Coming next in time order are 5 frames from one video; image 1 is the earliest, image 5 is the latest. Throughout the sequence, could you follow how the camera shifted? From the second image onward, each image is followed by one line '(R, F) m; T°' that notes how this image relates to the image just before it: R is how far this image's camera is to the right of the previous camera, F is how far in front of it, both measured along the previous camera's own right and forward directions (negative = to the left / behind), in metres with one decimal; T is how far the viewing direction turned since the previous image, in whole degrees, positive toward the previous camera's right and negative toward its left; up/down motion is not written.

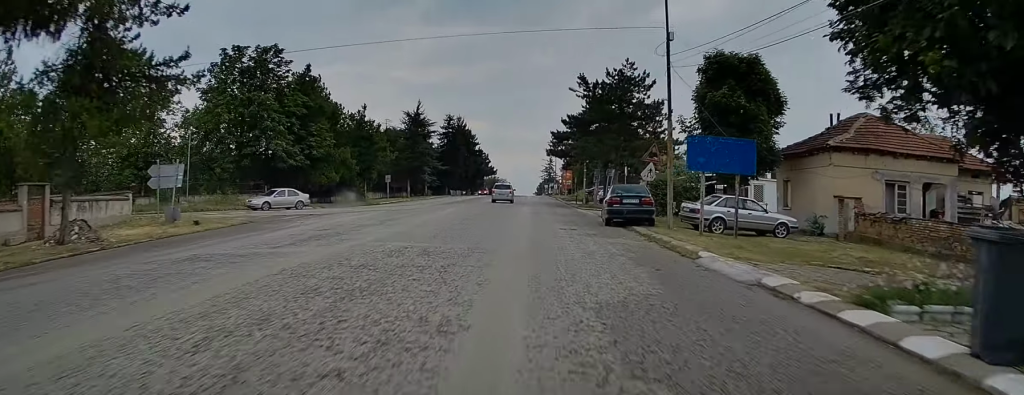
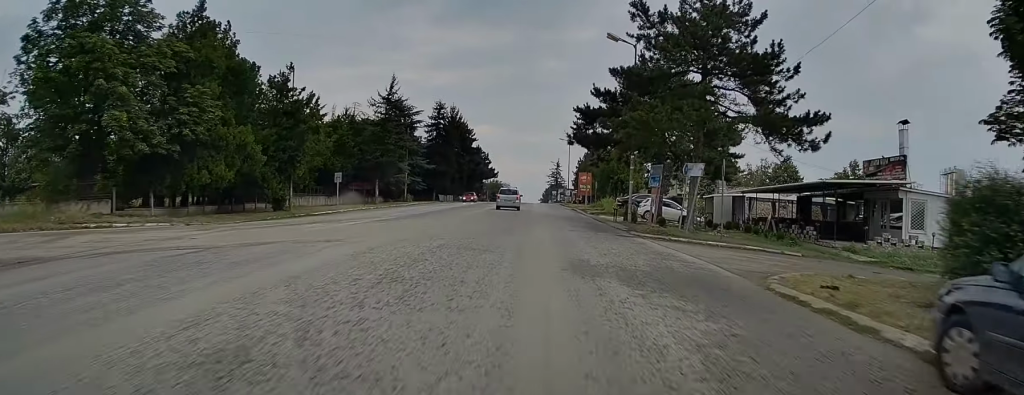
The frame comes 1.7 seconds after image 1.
(0.0, +21.6) m; 0°
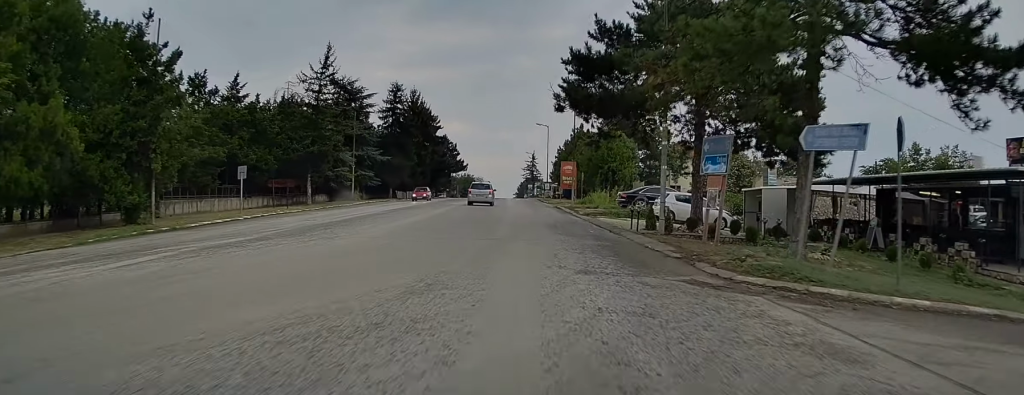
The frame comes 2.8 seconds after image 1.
(+0.1, +13.7) m; 0°
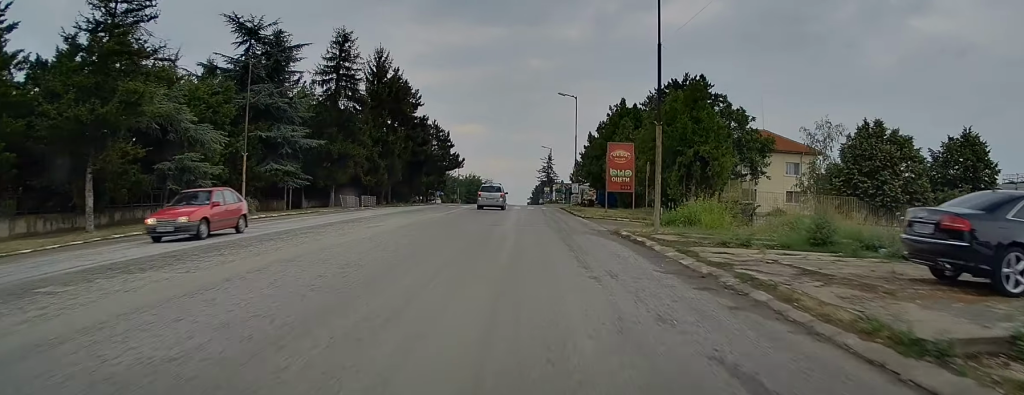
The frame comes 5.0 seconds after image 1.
(-0.1, +29.3) m; 0°
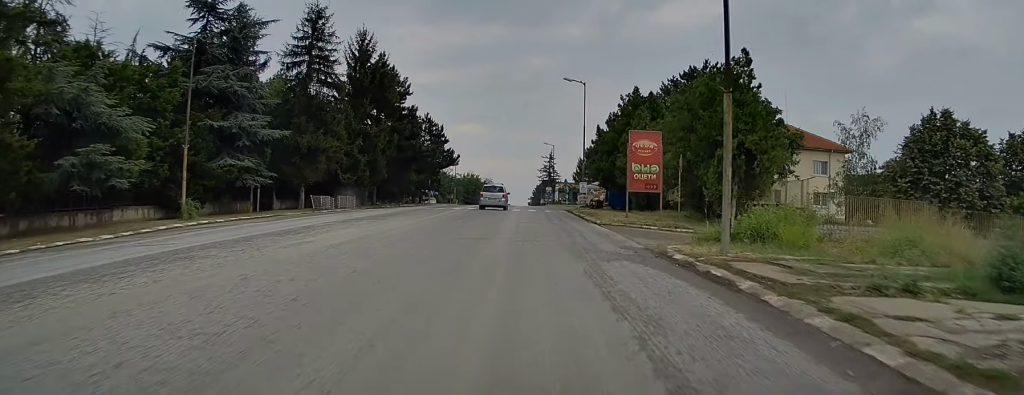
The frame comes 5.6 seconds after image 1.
(0.0, +7.3) m; 0°
